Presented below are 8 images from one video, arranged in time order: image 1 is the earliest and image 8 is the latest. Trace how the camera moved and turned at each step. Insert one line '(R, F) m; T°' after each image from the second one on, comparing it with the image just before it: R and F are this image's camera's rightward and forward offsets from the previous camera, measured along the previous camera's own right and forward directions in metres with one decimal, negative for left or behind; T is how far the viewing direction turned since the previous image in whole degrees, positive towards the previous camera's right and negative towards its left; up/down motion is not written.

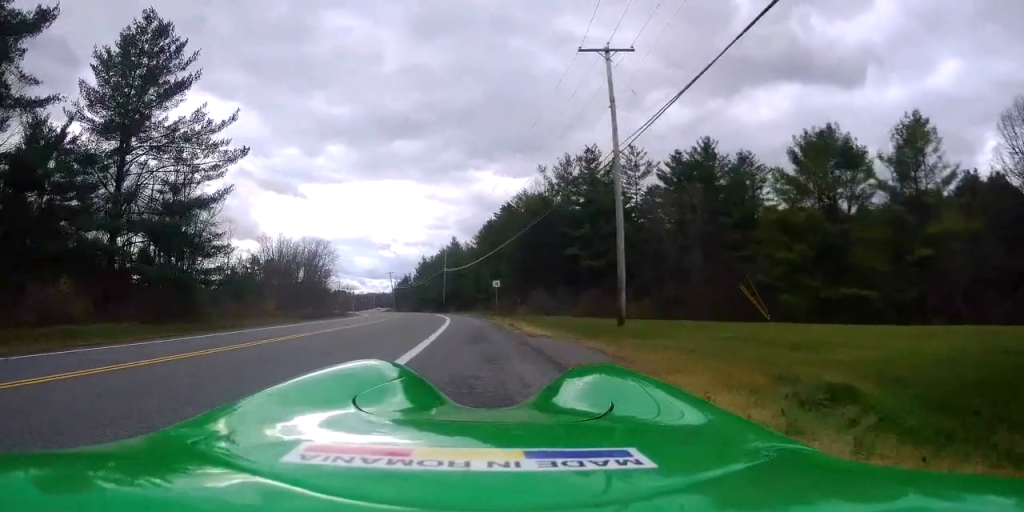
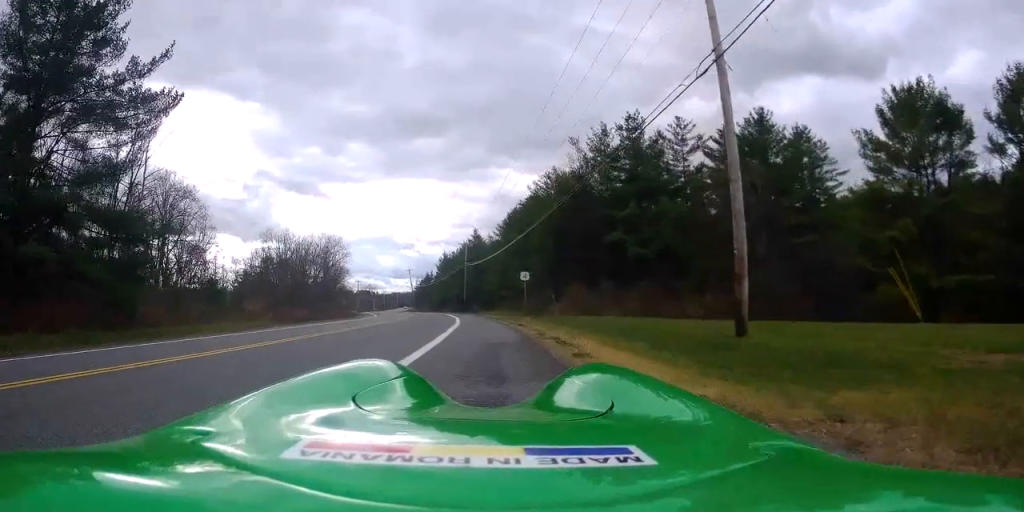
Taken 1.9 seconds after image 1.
(-0.2, +10.5) m; -1°
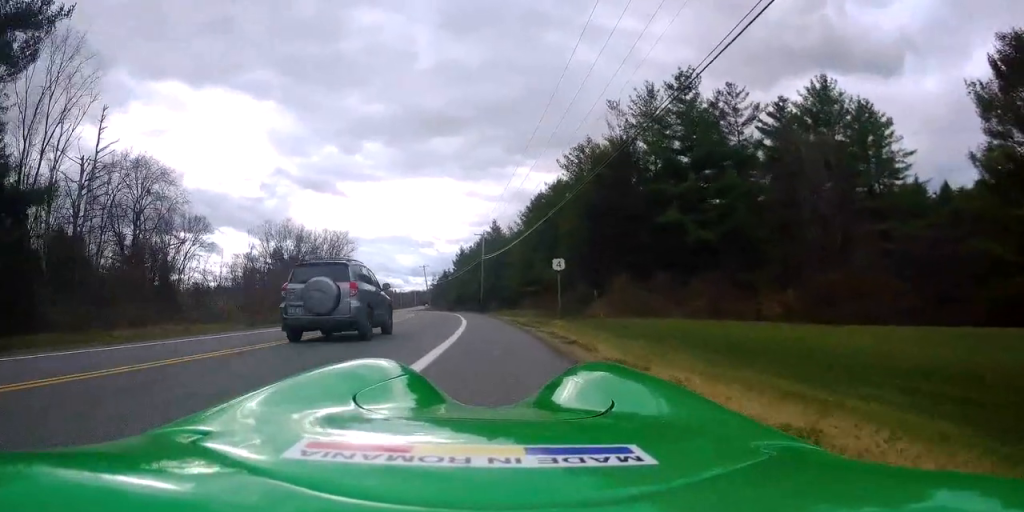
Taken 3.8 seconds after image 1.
(-0.1, +10.3) m; 0°
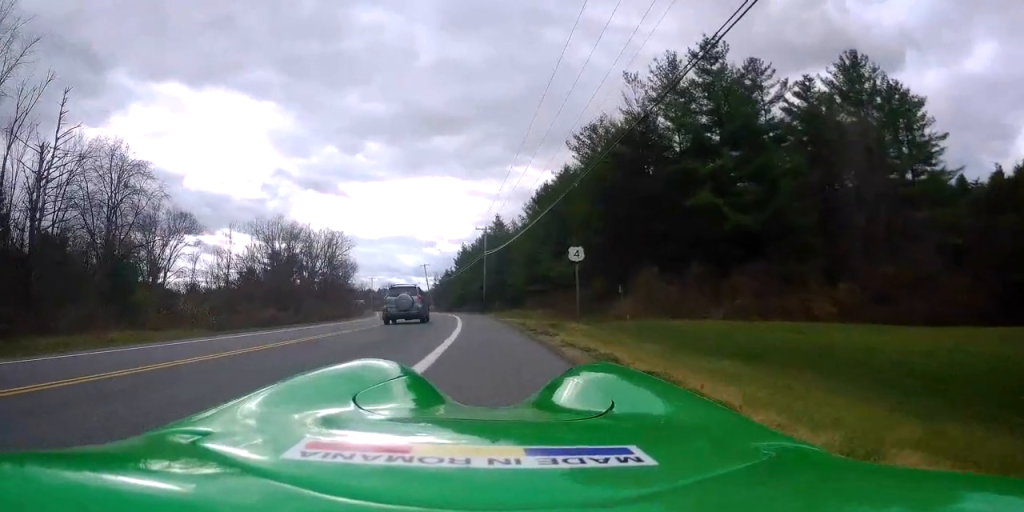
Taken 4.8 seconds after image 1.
(+0.4, +5.5) m; +3°
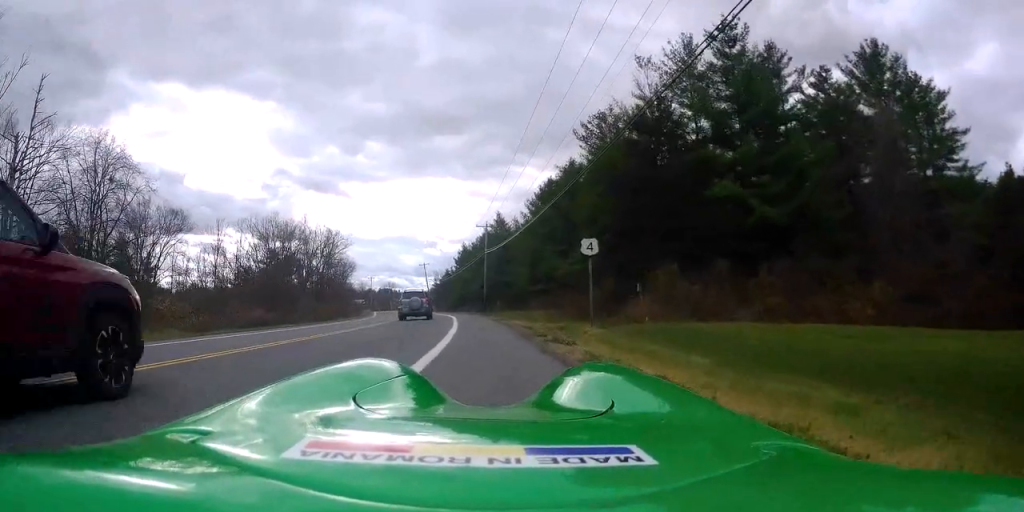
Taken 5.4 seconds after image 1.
(0.0, +3.3) m; -4°
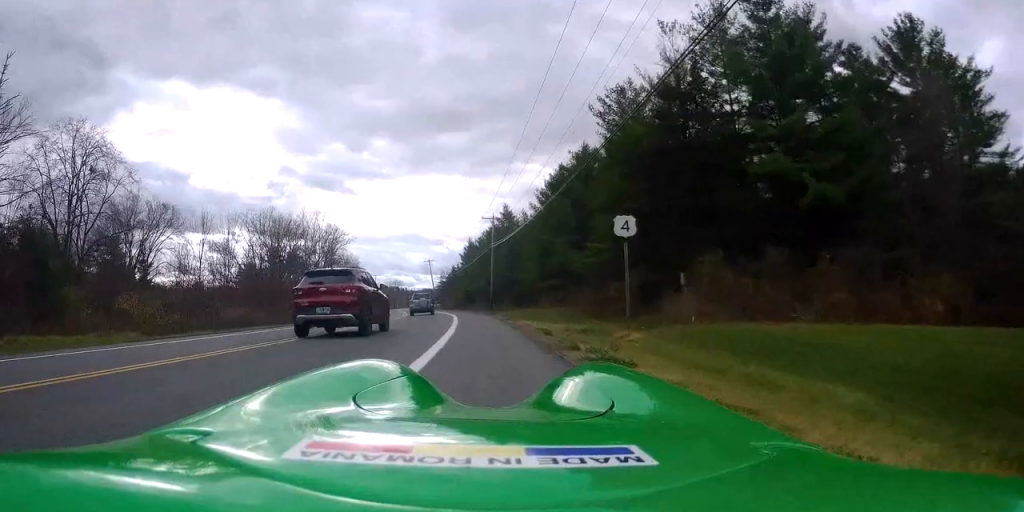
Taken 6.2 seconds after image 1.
(-0.2, +4.7) m; -4°
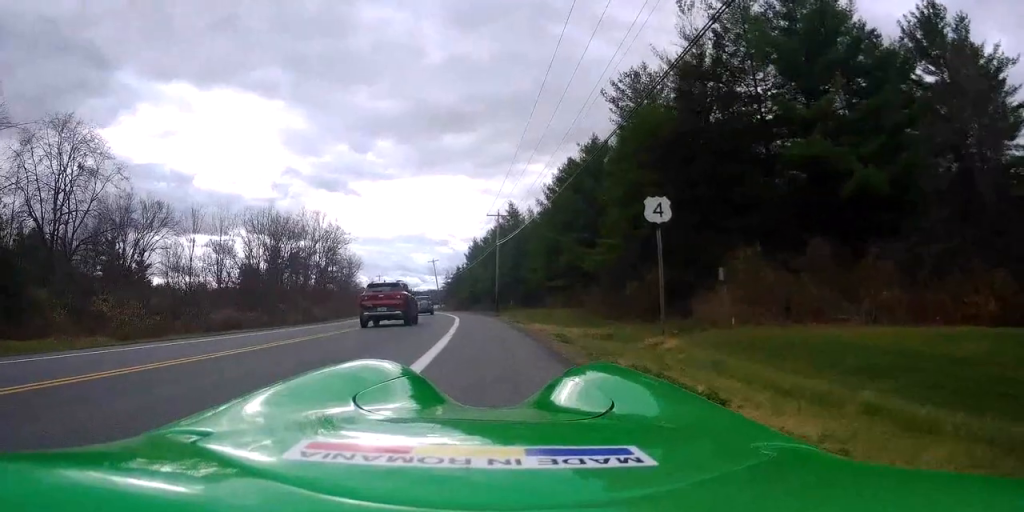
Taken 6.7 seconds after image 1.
(-0.2, +2.8) m; -2°
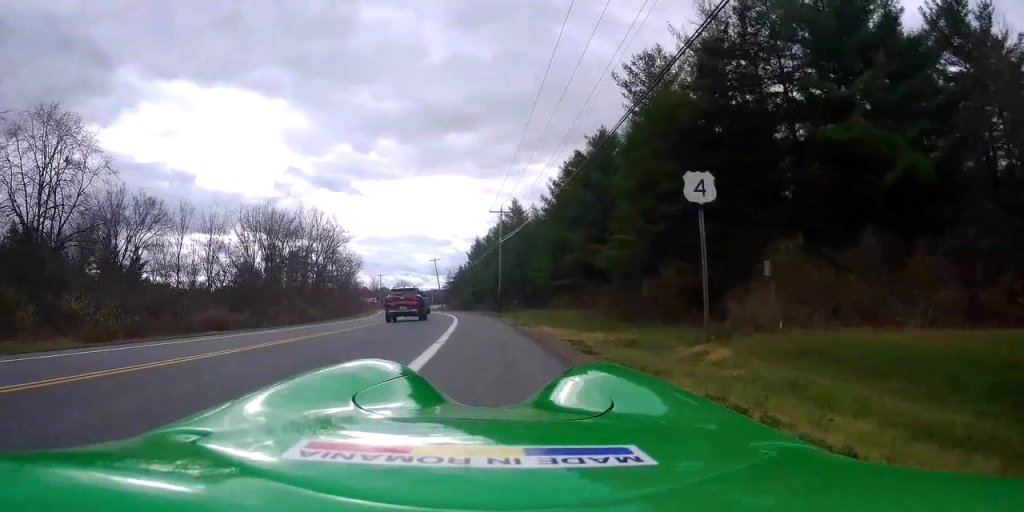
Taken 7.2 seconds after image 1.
(+0.1, +2.7) m; +1°
